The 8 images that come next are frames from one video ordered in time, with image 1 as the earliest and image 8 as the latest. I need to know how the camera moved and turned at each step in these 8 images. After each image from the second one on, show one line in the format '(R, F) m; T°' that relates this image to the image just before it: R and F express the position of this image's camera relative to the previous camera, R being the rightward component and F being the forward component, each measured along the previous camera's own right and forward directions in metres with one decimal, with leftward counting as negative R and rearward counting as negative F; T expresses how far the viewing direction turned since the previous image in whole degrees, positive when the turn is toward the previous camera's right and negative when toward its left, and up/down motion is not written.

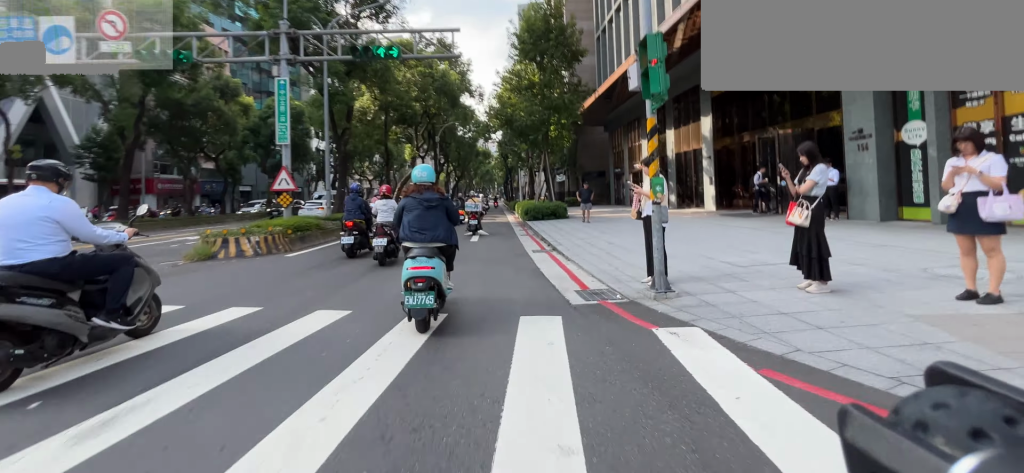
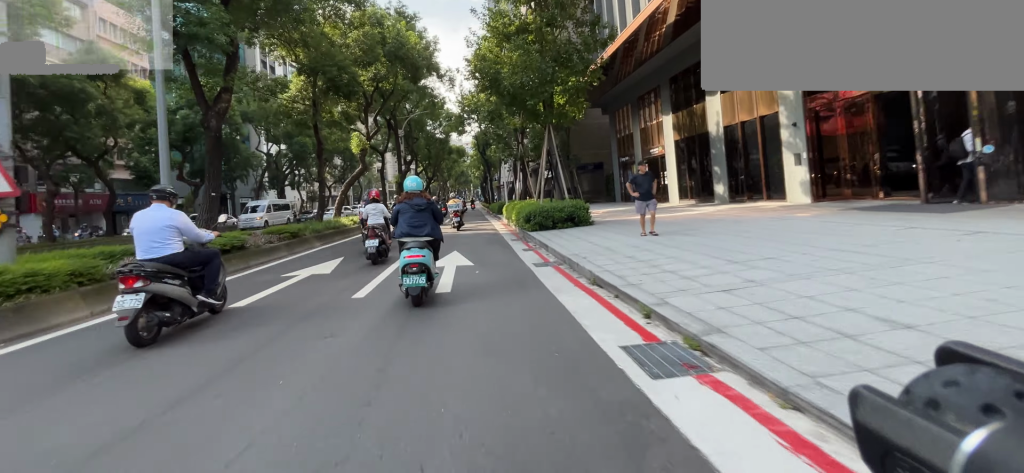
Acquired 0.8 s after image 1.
(-0.1, +8.4) m; 0°
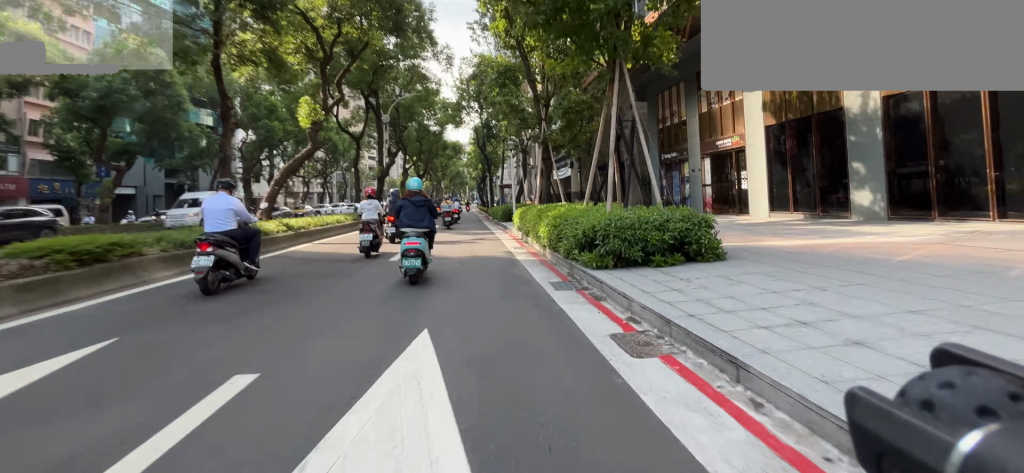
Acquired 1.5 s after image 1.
(+0.1, +7.6) m; +1°
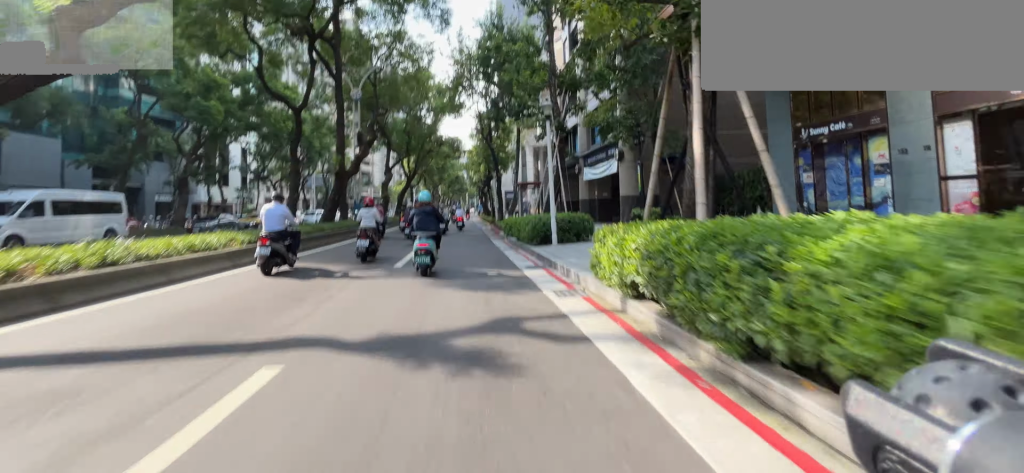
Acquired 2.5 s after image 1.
(0.0, +10.3) m; 0°
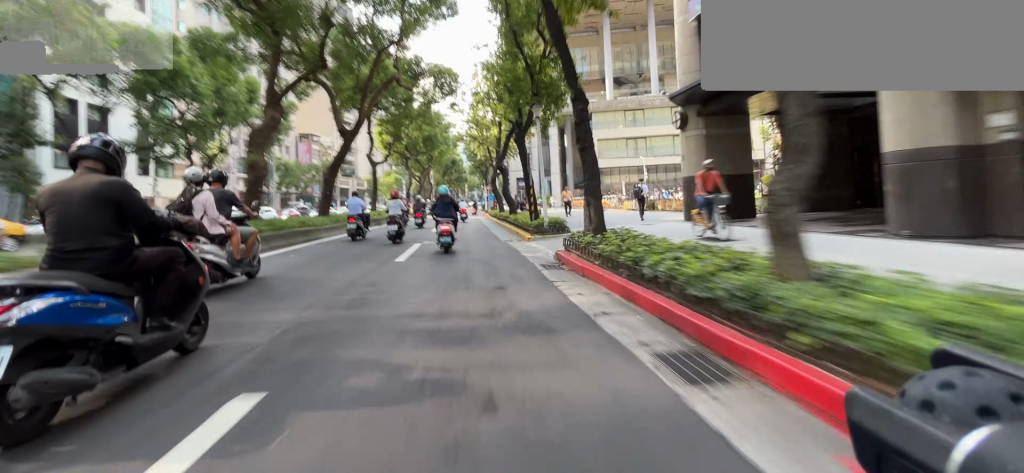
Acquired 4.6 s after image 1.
(+0.2, +21.7) m; +1°
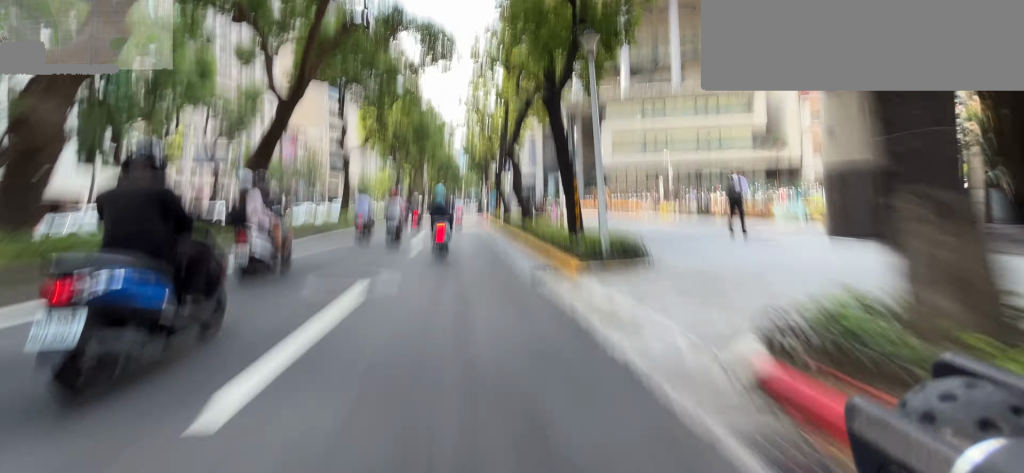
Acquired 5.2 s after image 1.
(0.0, +6.5) m; -1°
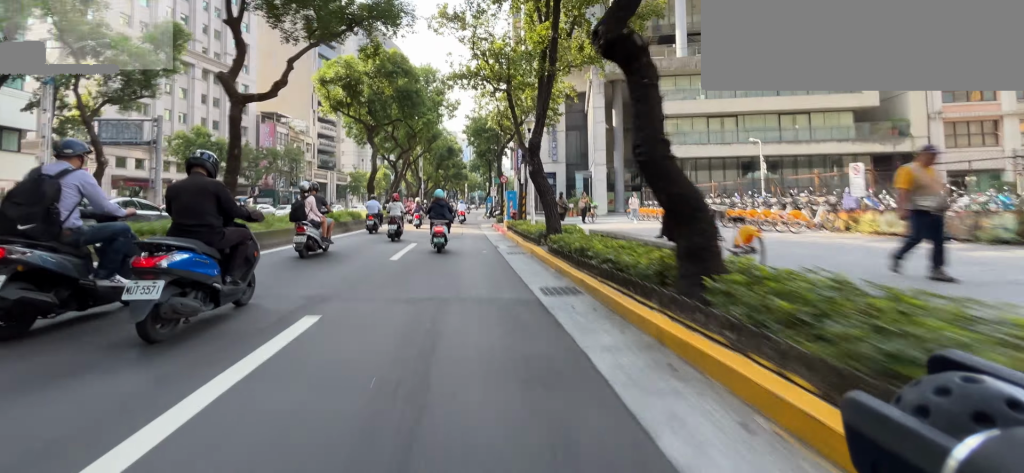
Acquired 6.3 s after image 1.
(-0.4, +12.0) m; -2°
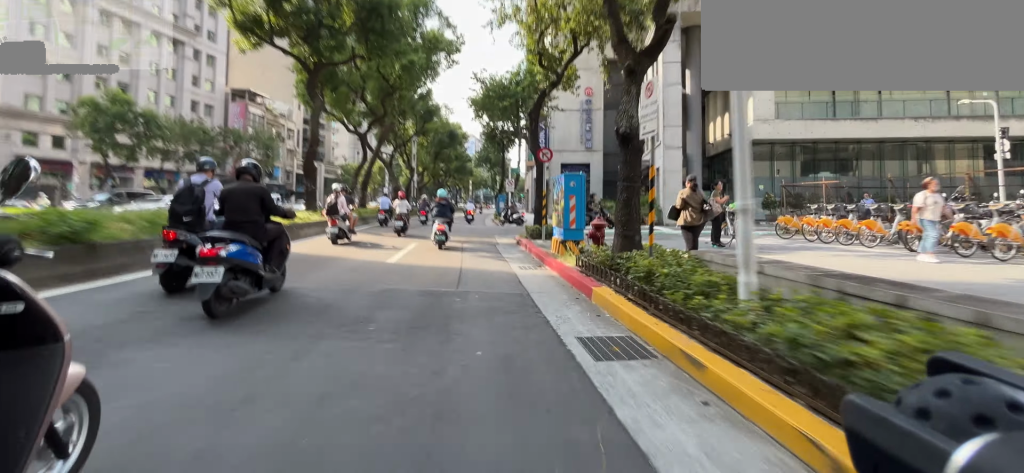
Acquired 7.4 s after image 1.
(0.0, +12.1) m; +1°
